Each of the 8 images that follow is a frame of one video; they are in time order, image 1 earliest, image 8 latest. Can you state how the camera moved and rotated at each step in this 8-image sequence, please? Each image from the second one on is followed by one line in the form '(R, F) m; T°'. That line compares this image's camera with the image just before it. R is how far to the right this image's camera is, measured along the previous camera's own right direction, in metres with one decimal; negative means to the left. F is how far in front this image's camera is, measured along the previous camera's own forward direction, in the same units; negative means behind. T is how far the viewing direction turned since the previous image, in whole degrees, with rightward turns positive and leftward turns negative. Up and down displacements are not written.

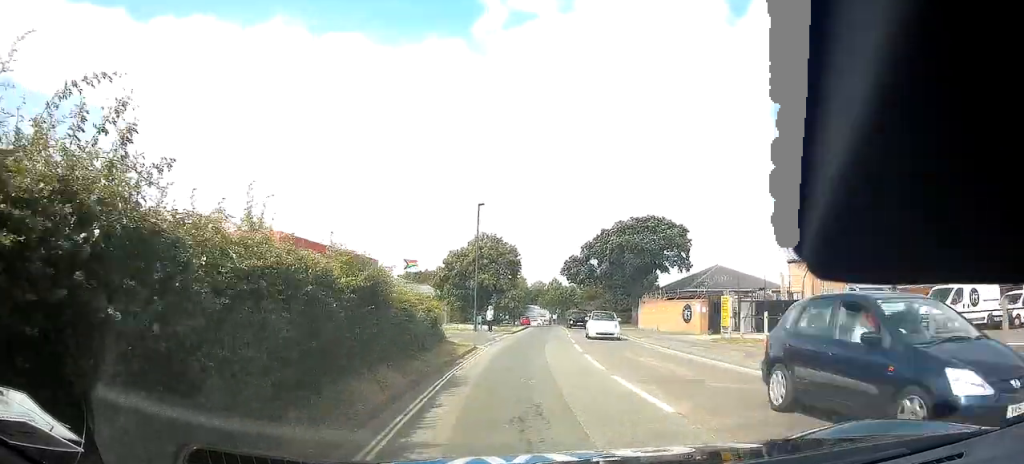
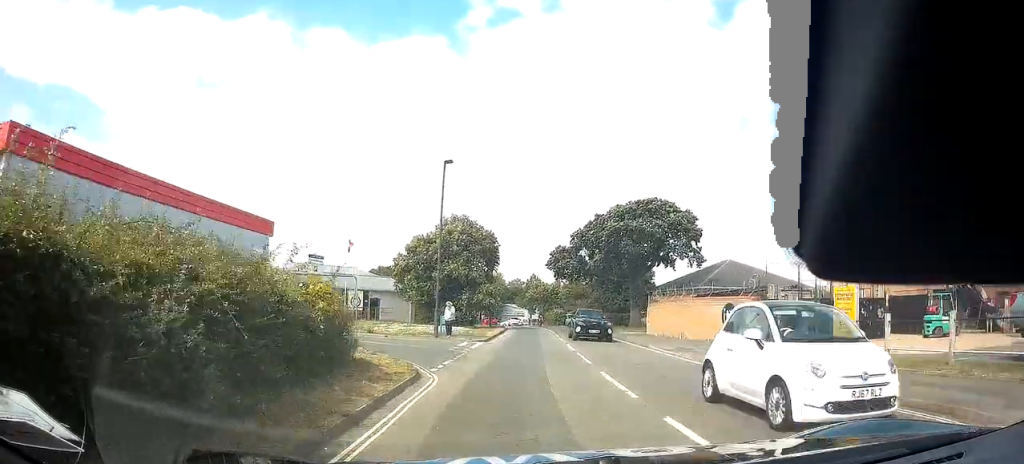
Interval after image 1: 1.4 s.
(-0.1, +10.2) m; +2°
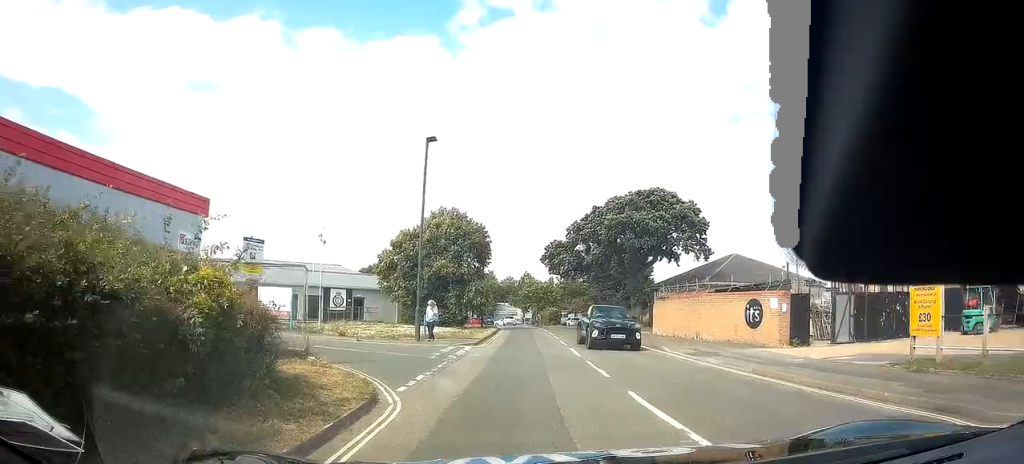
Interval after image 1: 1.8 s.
(+0.1, +3.4) m; +1°
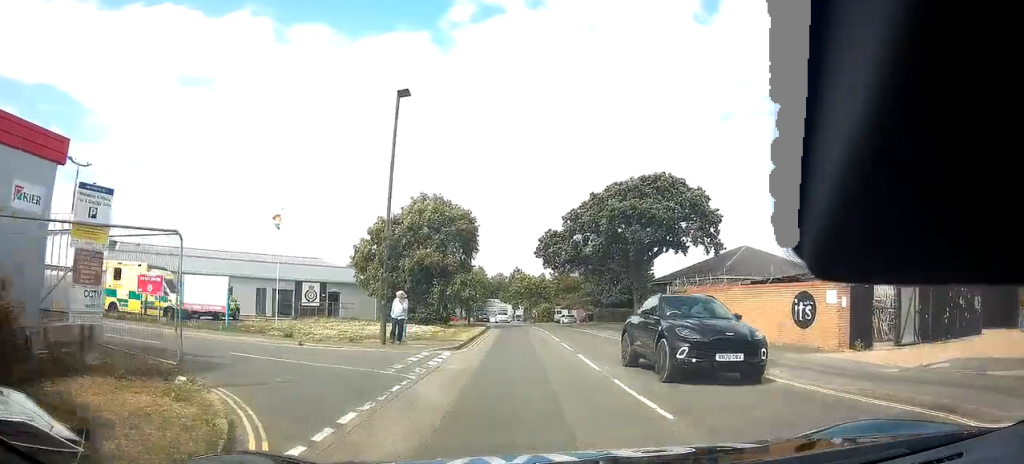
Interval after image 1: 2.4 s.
(+0.2, +4.8) m; +1°
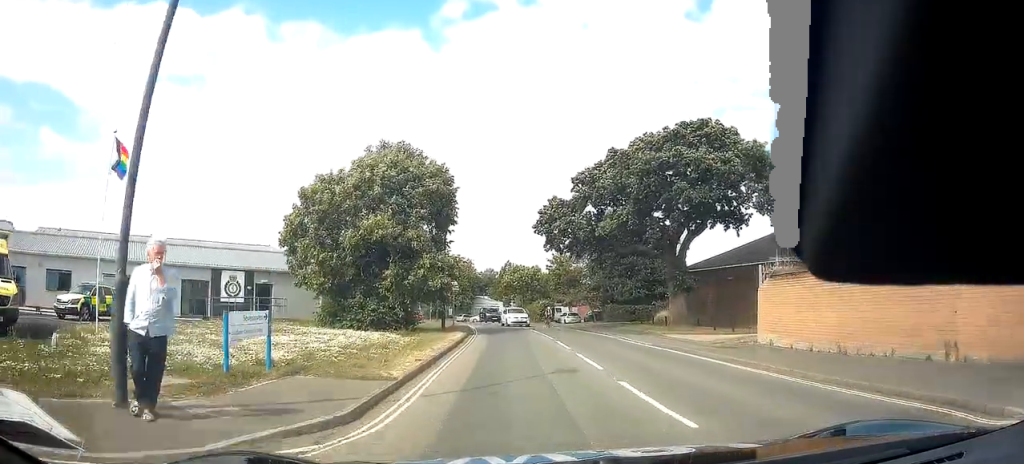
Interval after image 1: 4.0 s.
(-0.3, +13.0) m; -3°
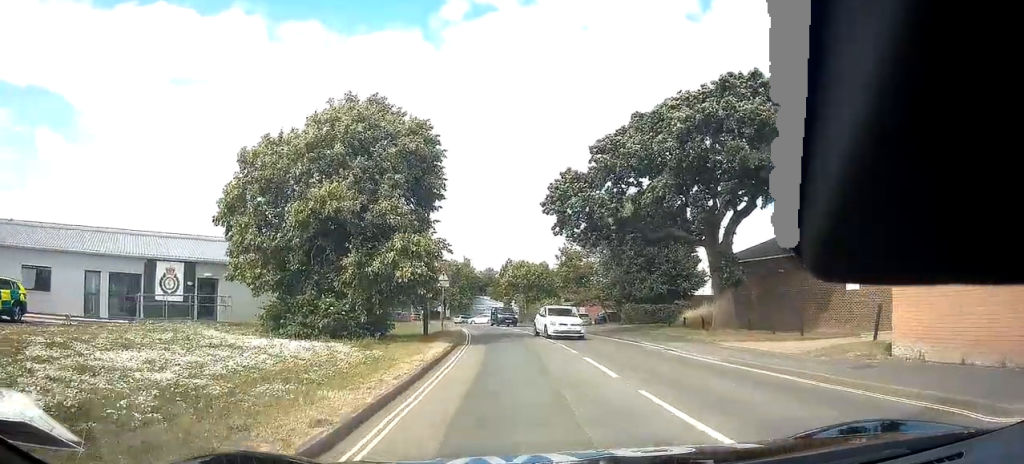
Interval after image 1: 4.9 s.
(-0.1, +7.9) m; -1°
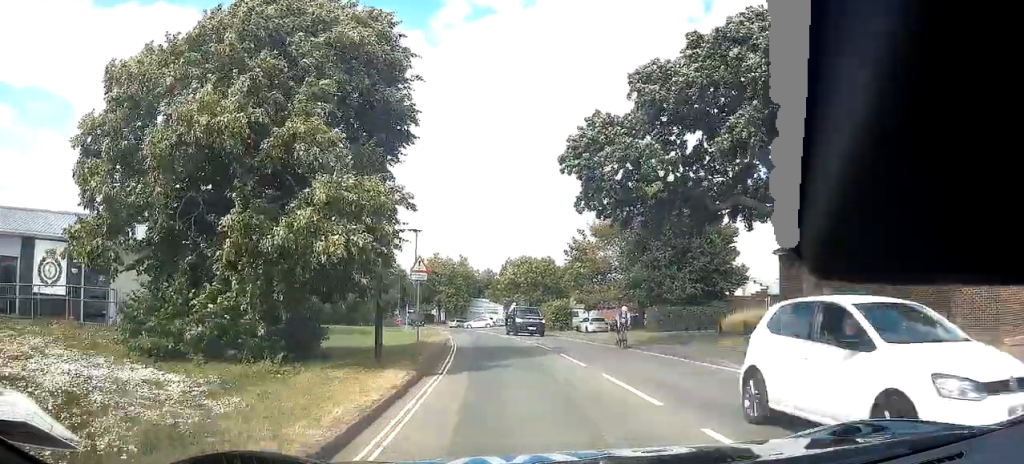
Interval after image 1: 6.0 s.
(-0.1, +9.6) m; -1°
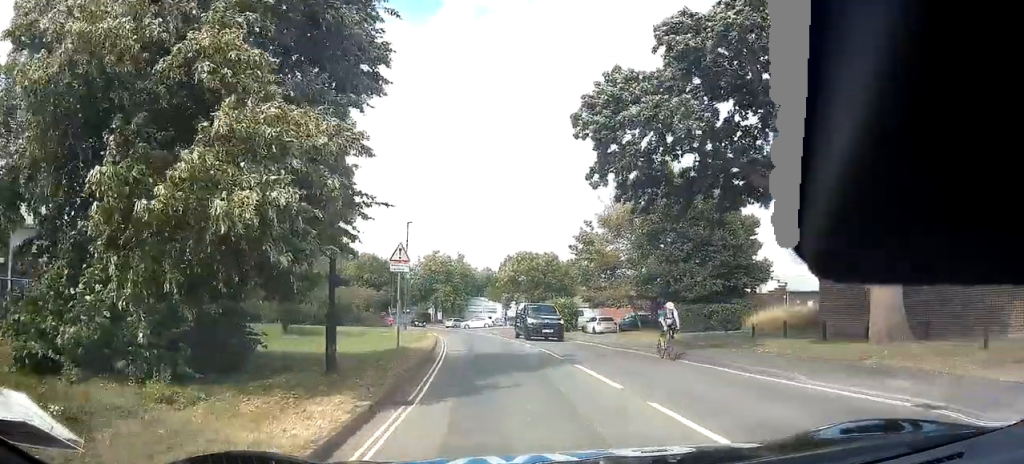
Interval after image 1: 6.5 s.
(0.0, +4.1) m; 0°
